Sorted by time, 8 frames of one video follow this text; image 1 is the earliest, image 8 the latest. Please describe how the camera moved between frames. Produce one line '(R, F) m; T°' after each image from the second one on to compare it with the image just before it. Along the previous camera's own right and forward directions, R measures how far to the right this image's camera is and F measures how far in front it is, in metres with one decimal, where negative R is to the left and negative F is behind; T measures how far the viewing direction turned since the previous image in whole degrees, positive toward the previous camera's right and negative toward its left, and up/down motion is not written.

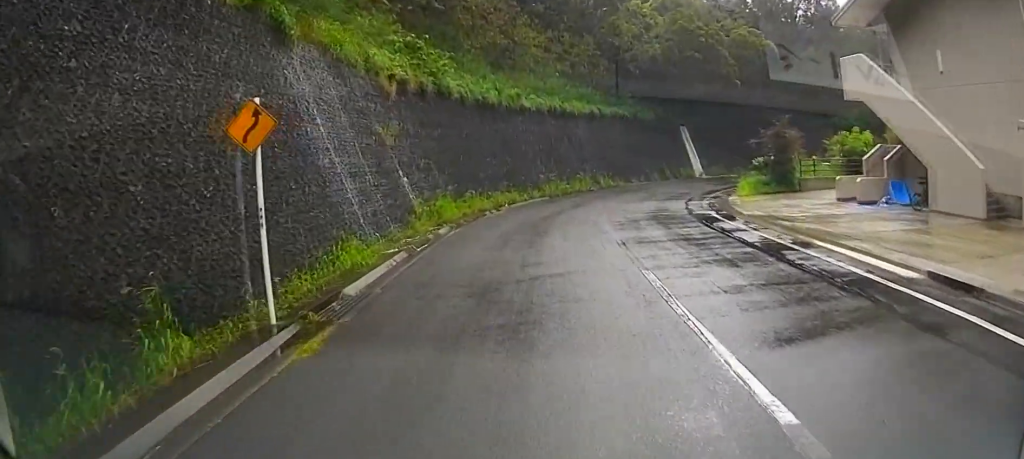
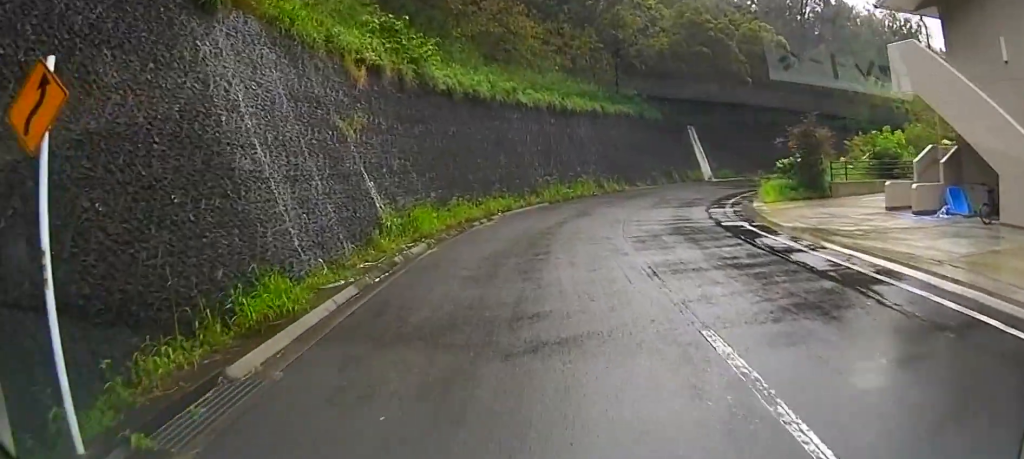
(-0.1, +3.3) m; 0°
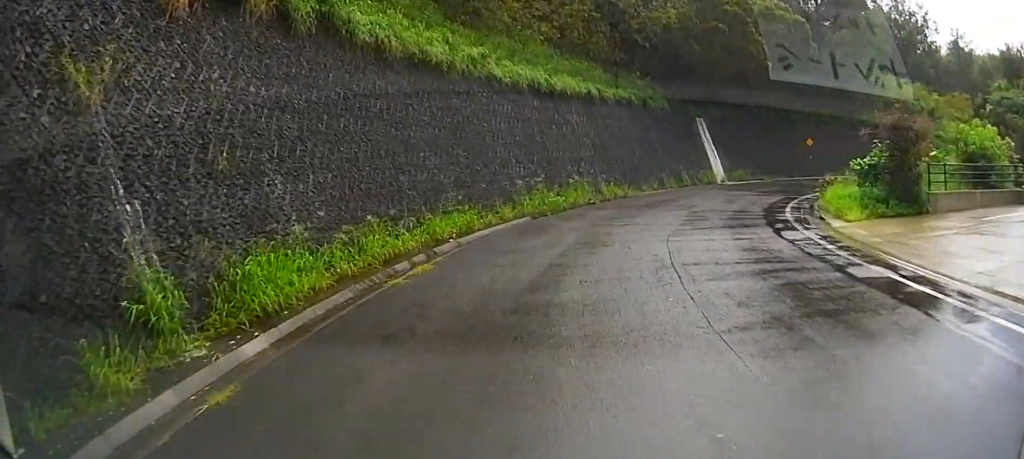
(0.0, +8.7) m; +3°
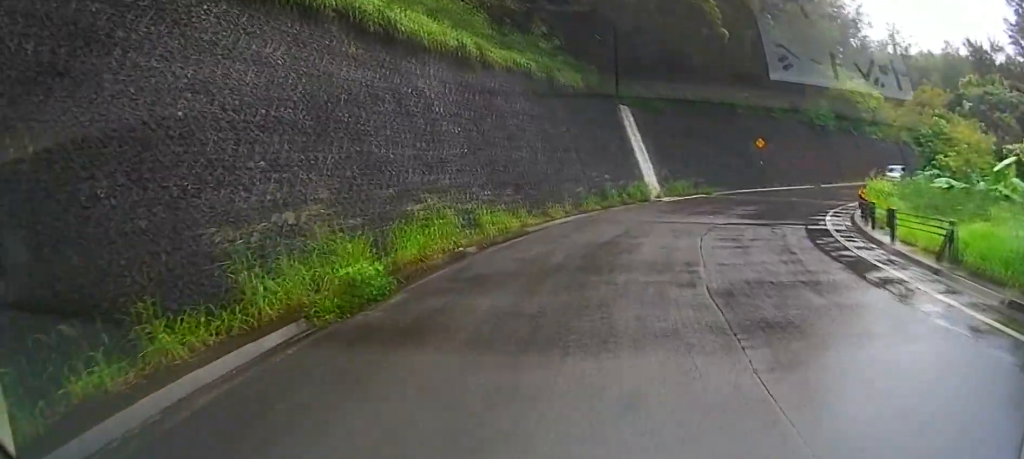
(+1.9, +14.6) m; +16°
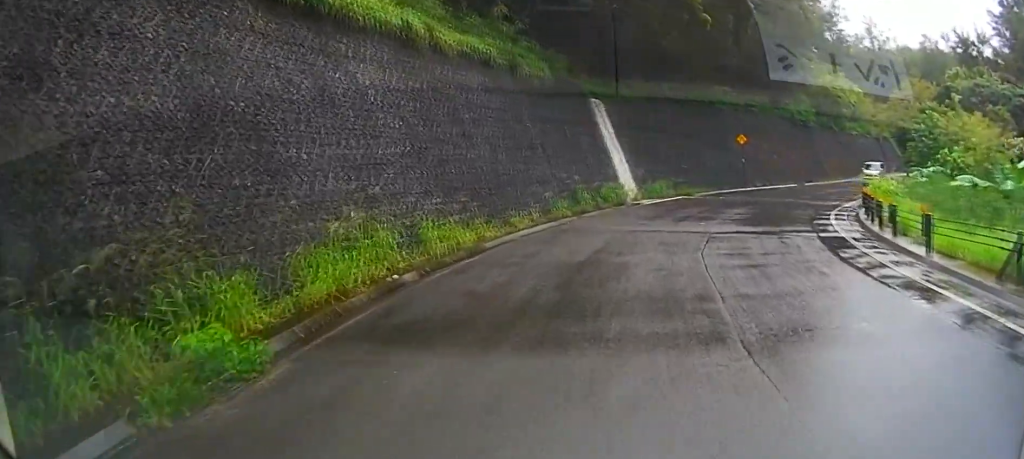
(+0.3, +3.5) m; +4°
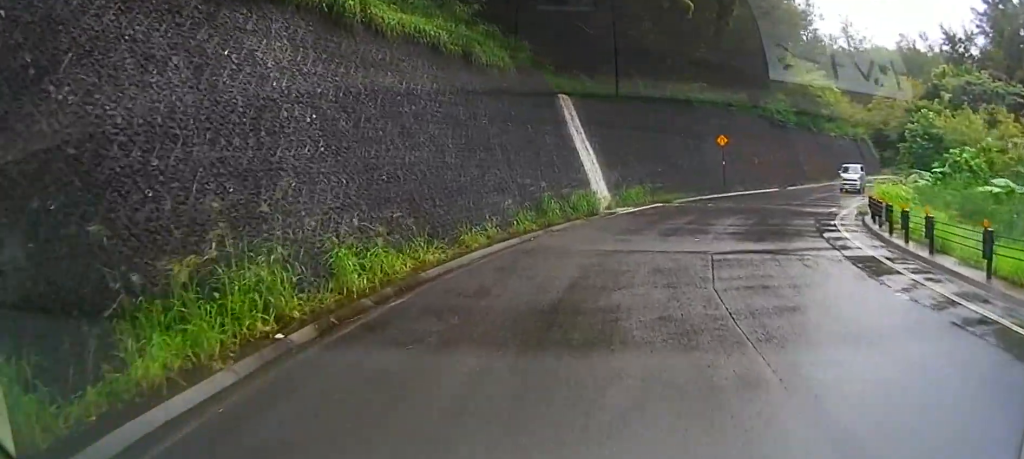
(0.0, +4.0) m; 0°
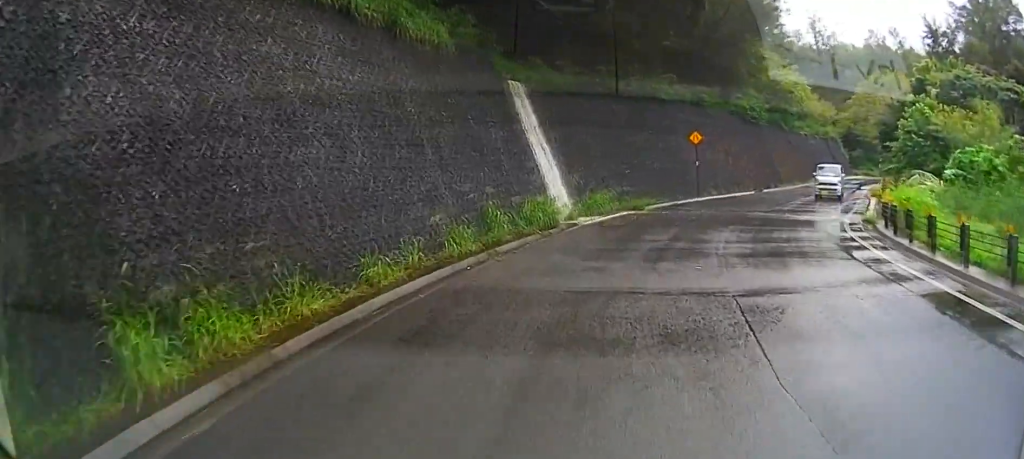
(0.0, +4.9) m; 0°
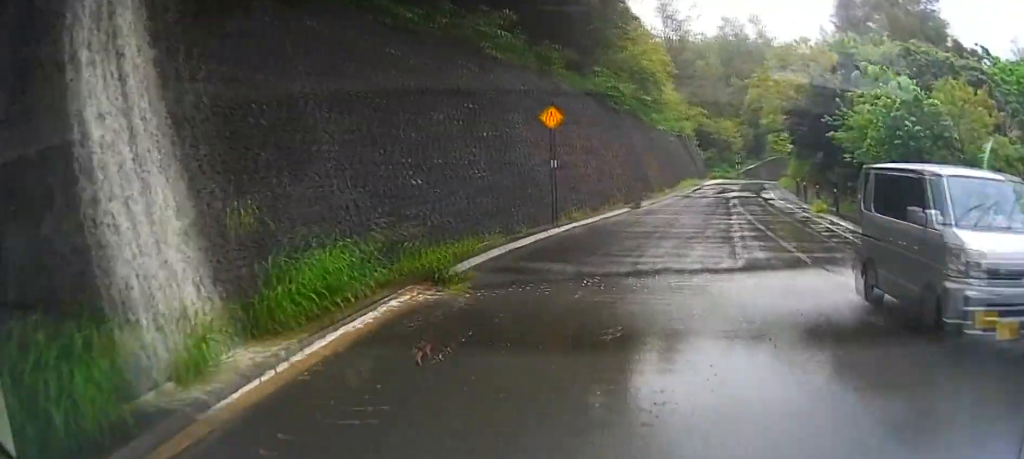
(-0.4, +16.3) m; +13°
